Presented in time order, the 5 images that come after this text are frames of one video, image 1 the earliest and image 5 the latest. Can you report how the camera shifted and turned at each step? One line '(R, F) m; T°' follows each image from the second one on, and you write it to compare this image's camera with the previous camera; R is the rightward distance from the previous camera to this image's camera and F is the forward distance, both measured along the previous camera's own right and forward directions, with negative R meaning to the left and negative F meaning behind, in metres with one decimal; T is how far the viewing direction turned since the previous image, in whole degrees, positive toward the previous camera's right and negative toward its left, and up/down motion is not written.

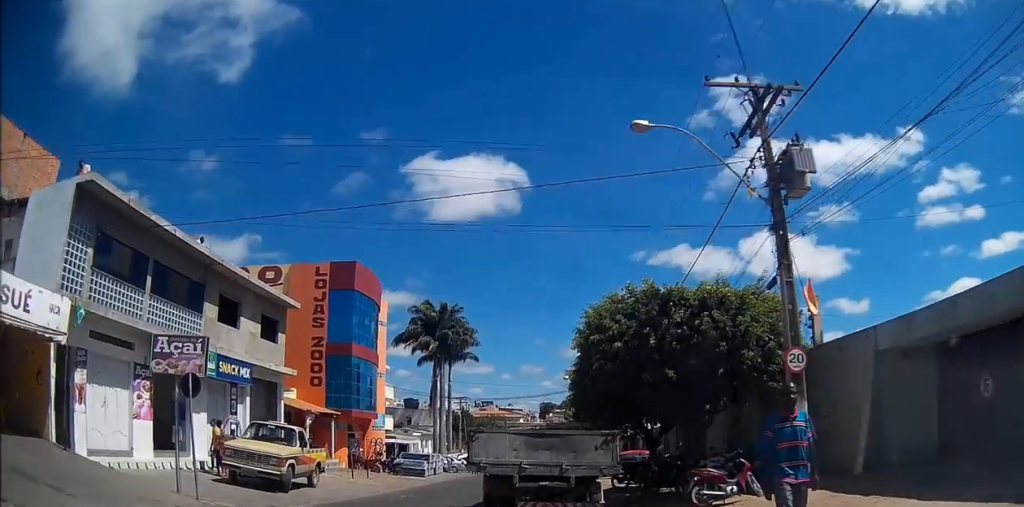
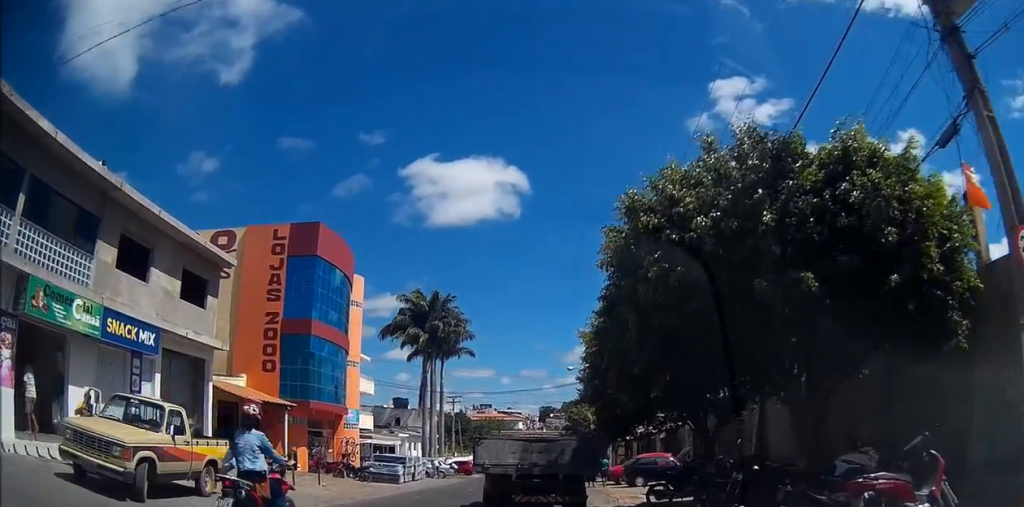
(-0.3, +5.9) m; -6°
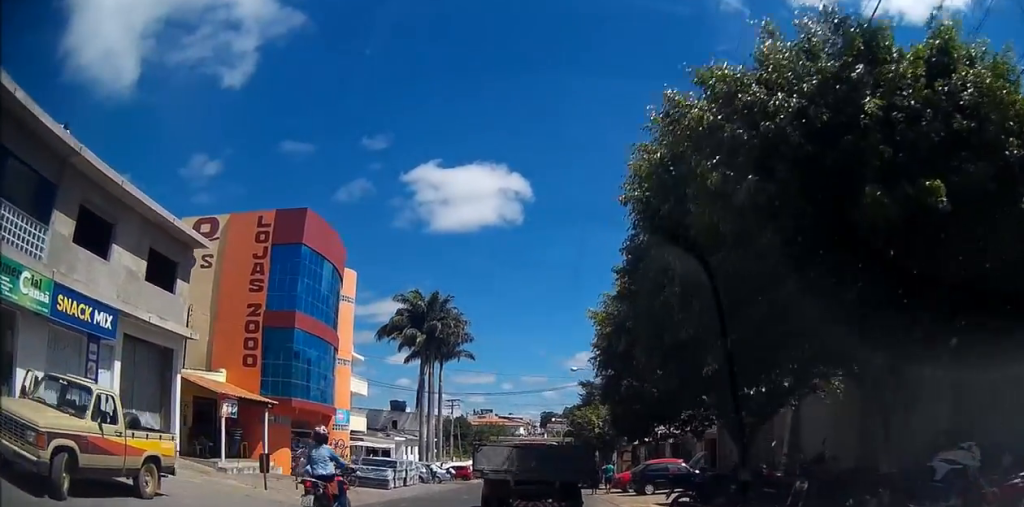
(-0.1, +2.1) m; 0°
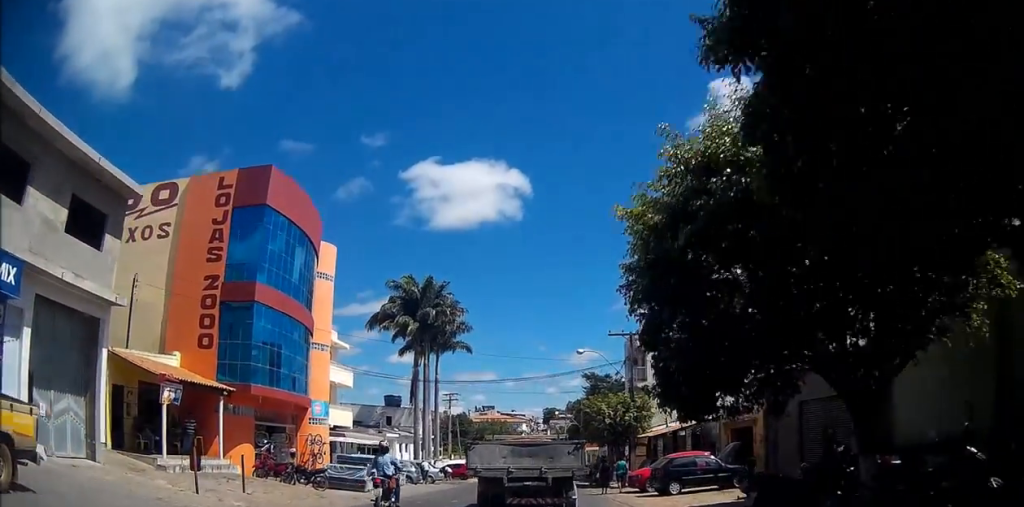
(+0.1, +3.8) m; +2°
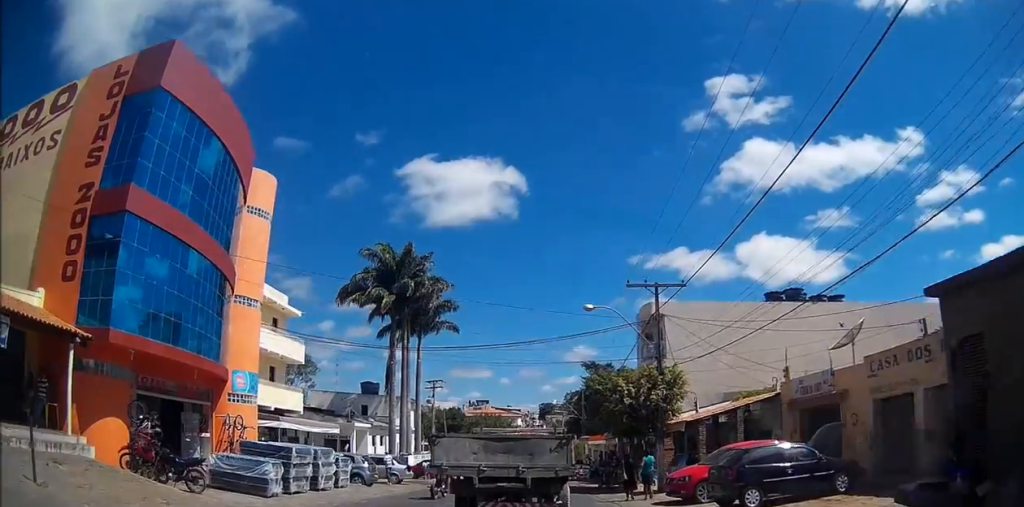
(+0.2, +7.9) m; +2°
